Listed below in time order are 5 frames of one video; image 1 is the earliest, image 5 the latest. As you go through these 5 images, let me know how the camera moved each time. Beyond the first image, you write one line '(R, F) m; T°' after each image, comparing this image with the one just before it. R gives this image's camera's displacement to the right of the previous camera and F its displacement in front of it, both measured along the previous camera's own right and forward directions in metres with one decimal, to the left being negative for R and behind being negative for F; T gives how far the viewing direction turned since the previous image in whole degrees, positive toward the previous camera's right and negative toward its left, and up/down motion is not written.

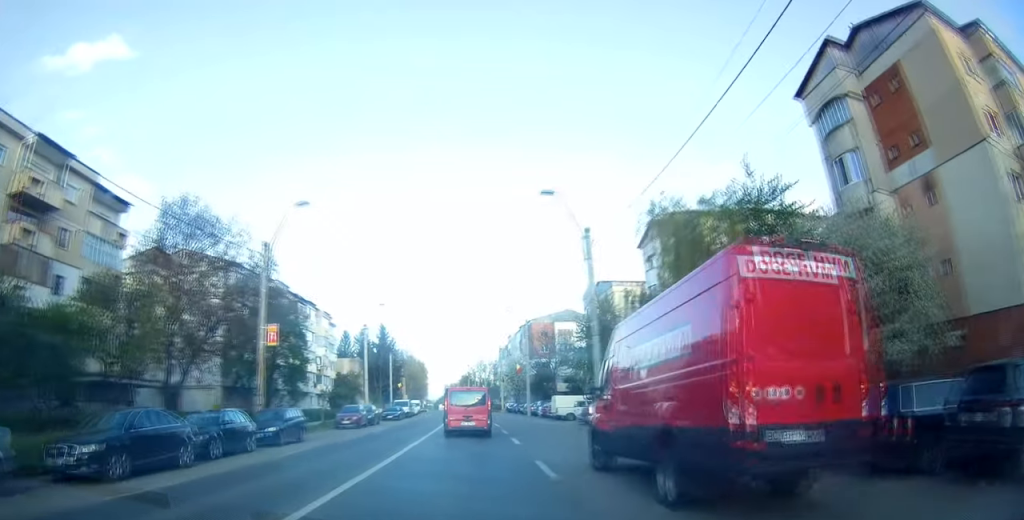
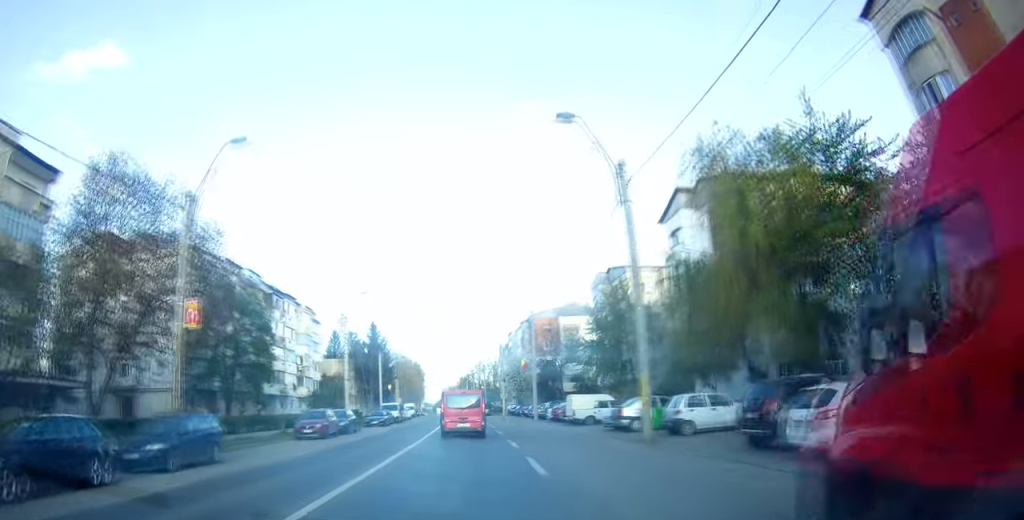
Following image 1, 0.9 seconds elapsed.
(+0.4, +7.7) m; +3°
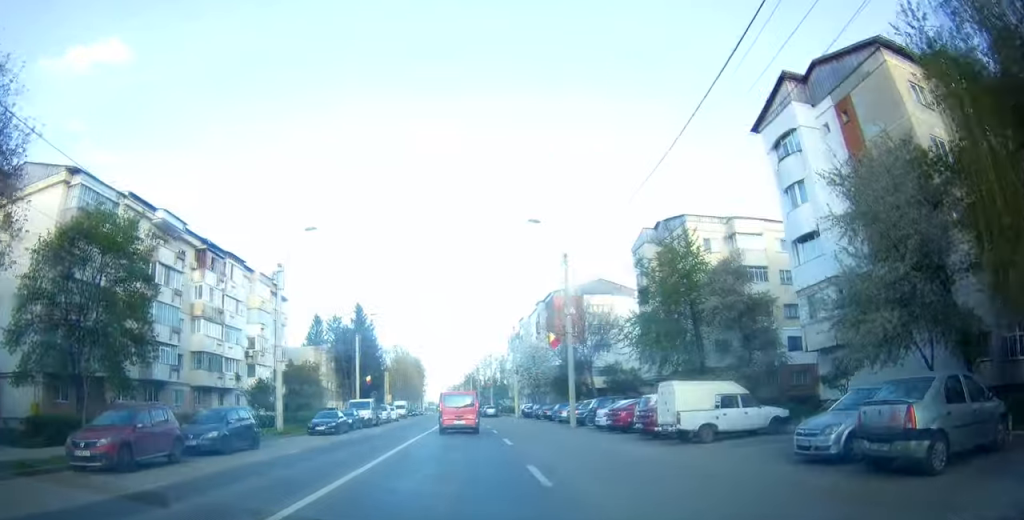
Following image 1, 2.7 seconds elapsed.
(-0.7, +17.5) m; -5°
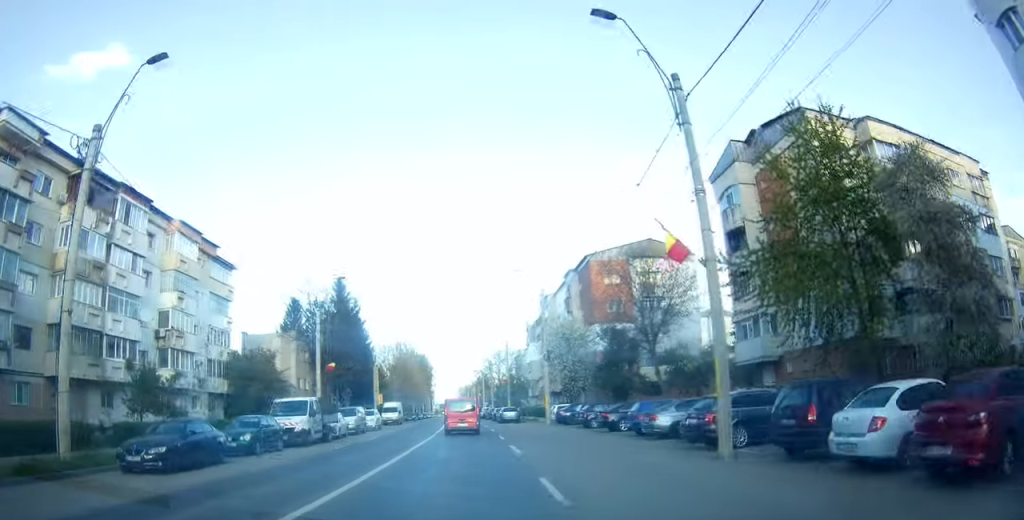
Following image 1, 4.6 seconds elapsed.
(-0.2, +19.3) m; +1°
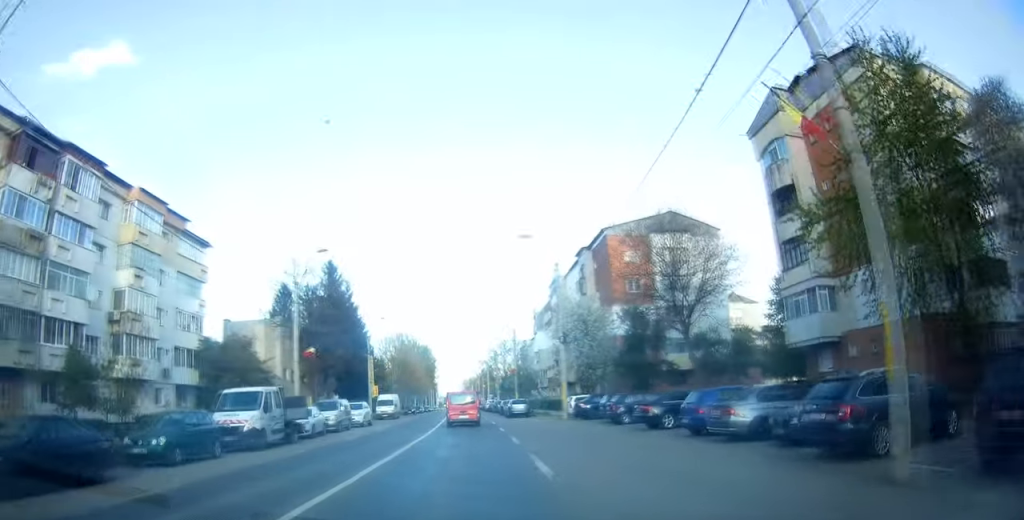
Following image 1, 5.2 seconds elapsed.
(+0.3, +6.4) m; 0°
